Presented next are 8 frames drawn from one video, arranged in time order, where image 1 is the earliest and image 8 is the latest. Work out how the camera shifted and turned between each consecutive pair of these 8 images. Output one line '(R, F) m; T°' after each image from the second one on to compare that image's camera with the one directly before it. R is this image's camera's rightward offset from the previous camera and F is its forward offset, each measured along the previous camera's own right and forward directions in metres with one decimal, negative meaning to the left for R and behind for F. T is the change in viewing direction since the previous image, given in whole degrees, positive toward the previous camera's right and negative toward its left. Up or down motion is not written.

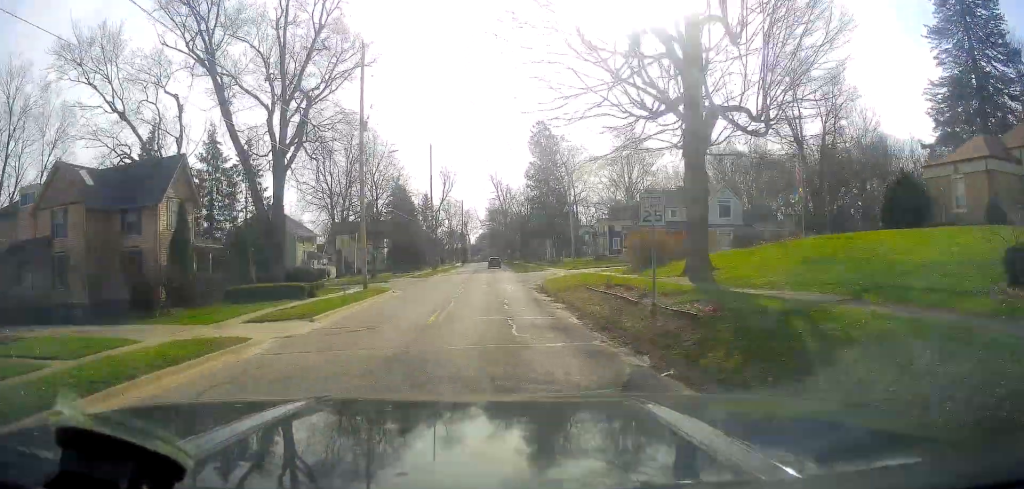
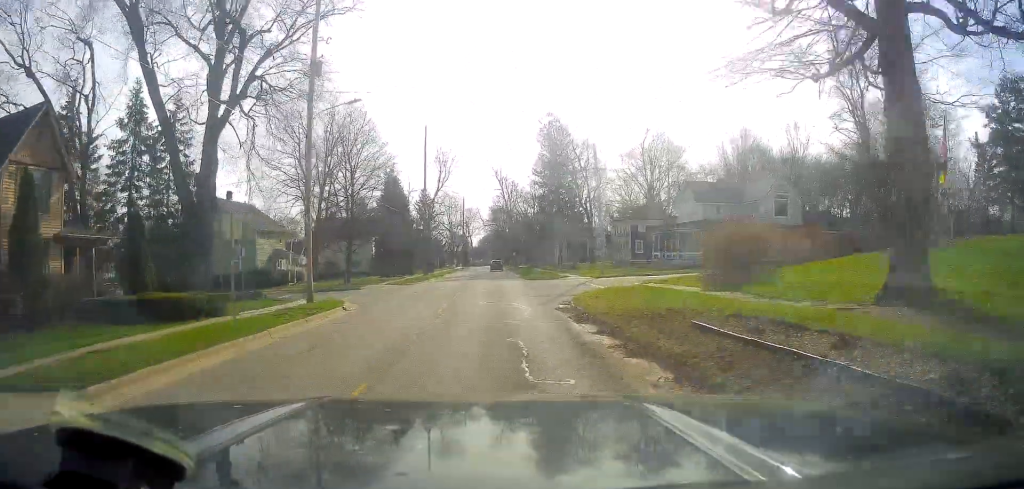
(0.0, +11.8) m; 0°
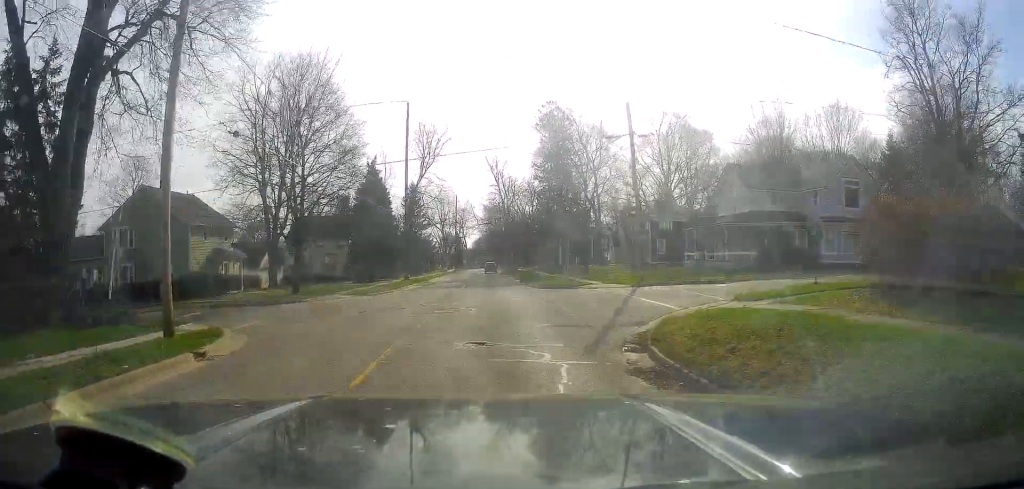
(0.0, +11.5) m; 0°
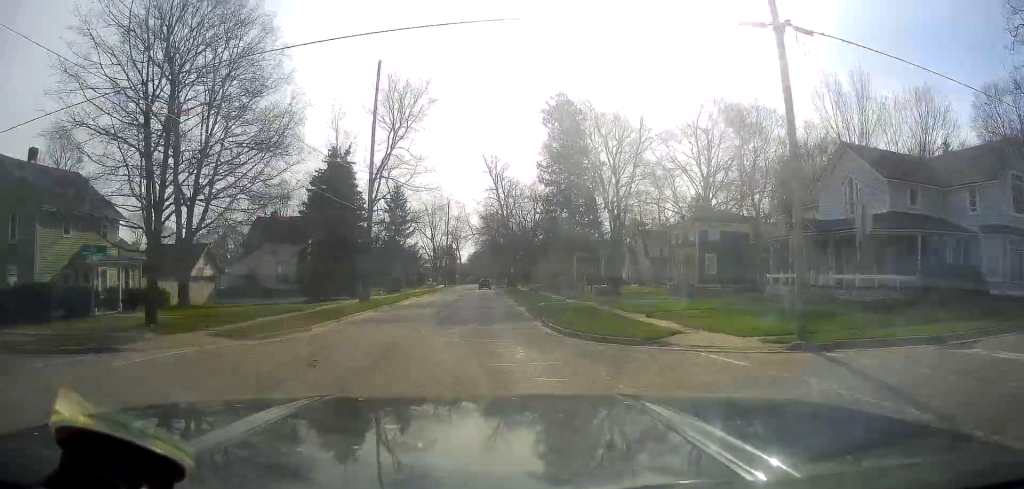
(0.0, +16.0) m; 0°
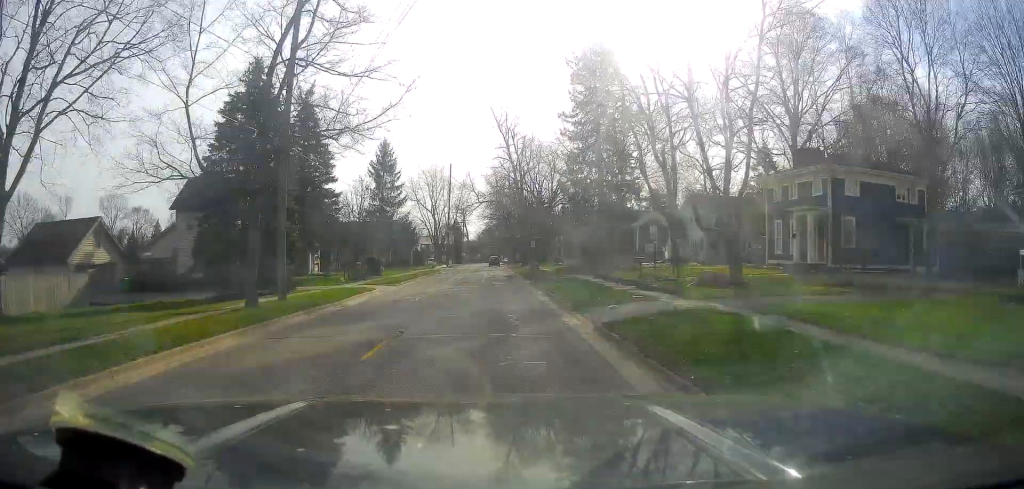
(-0.1, +19.0) m; -2°
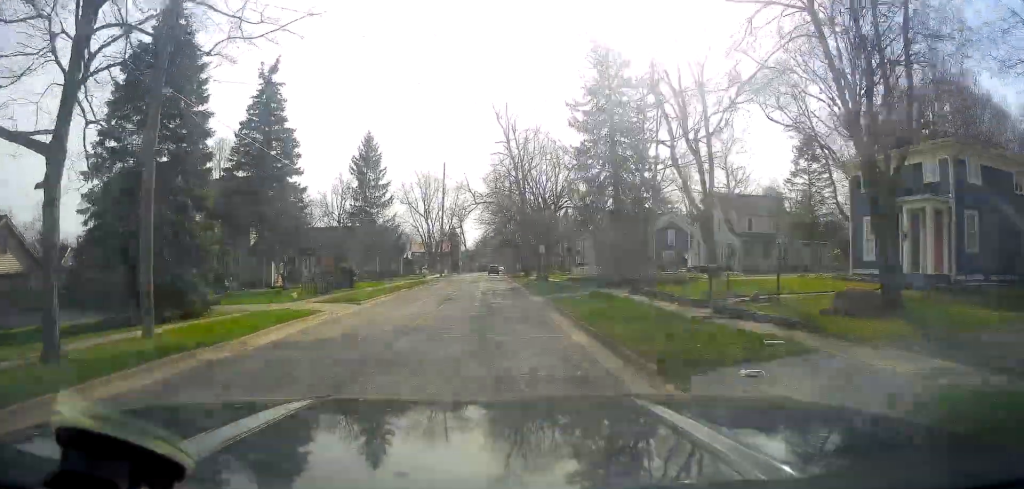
(-0.4, +9.5) m; 0°
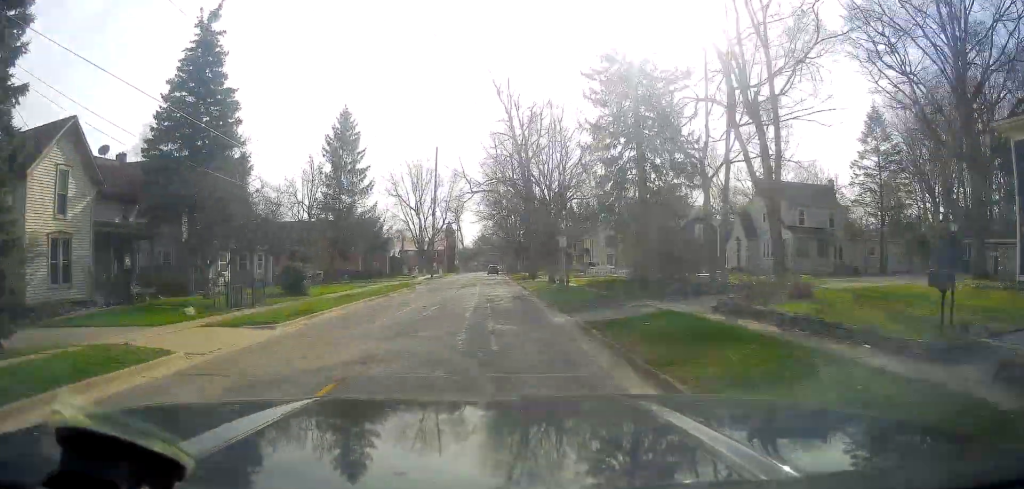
(+0.2, +10.9) m; 0°
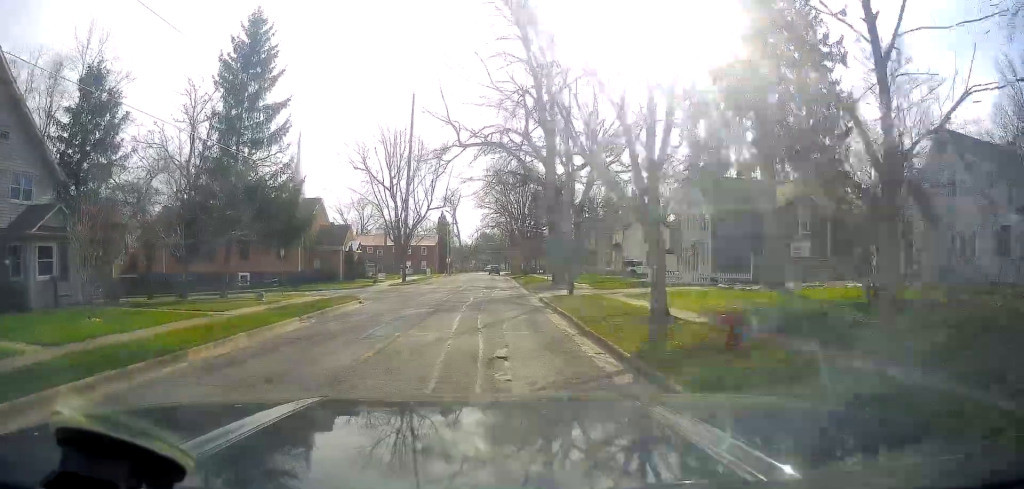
(-0.6, +24.1) m; -1°
